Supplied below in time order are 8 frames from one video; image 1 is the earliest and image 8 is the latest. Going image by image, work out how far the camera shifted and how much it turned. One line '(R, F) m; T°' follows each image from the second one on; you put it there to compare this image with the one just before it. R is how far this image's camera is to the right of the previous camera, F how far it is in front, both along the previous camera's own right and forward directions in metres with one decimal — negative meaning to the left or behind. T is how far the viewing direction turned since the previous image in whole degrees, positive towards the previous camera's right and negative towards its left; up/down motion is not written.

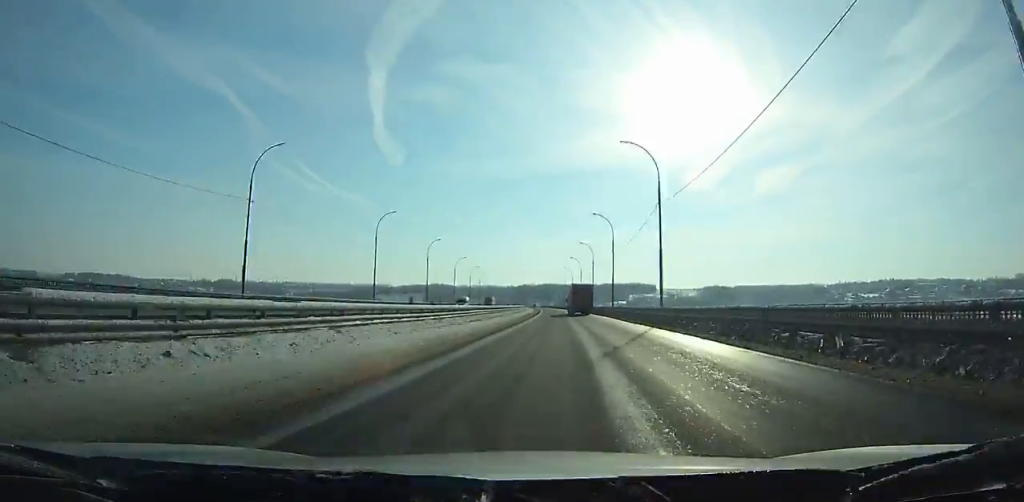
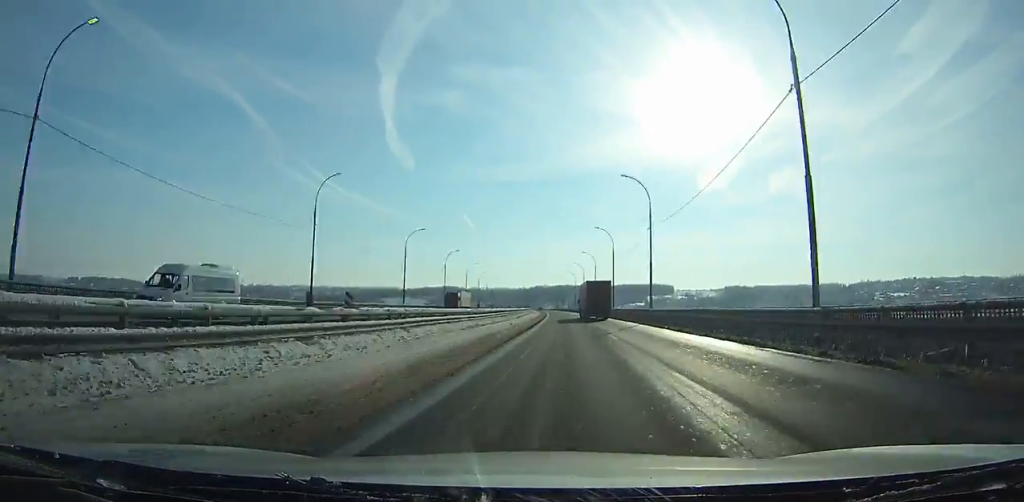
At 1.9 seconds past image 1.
(-0.5, +56.2) m; -1°
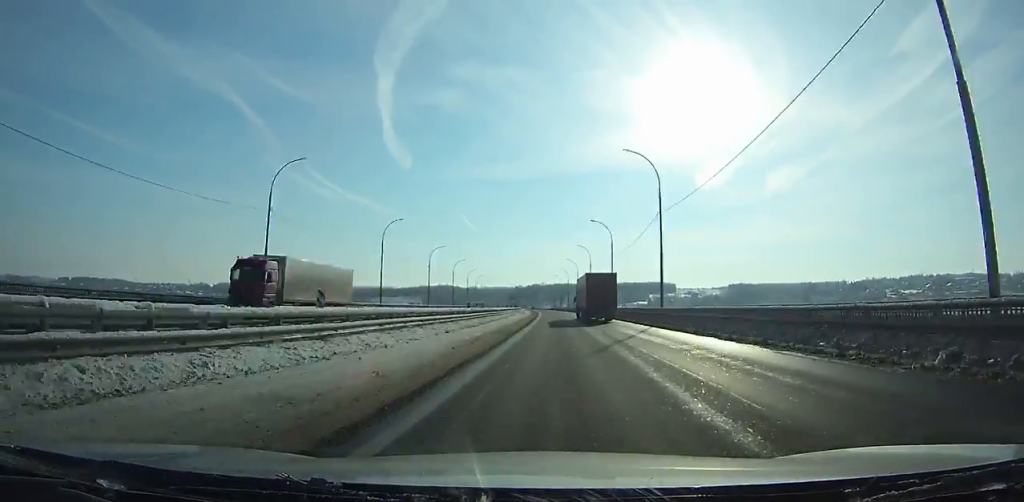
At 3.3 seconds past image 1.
(-0.1, +41.8) m; -1°
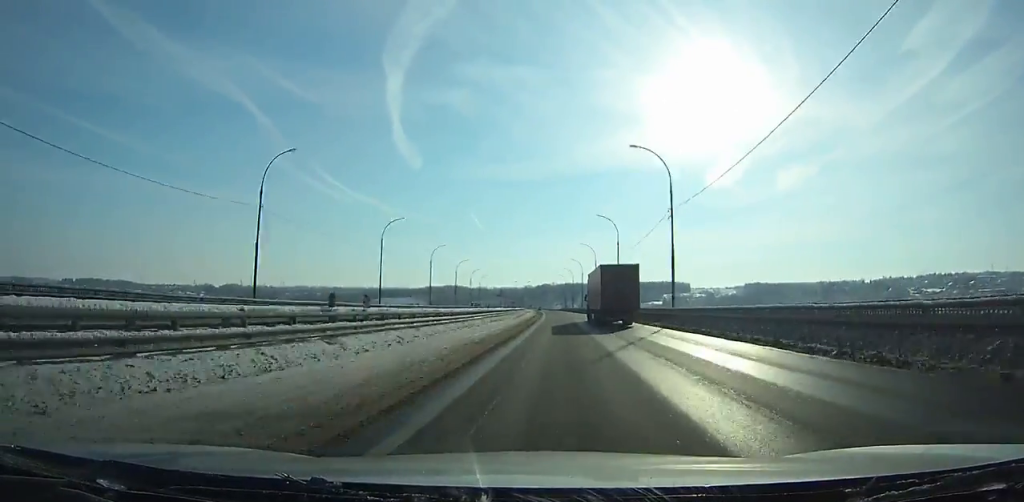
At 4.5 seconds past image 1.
(-0.2, +36.0) m; -1°
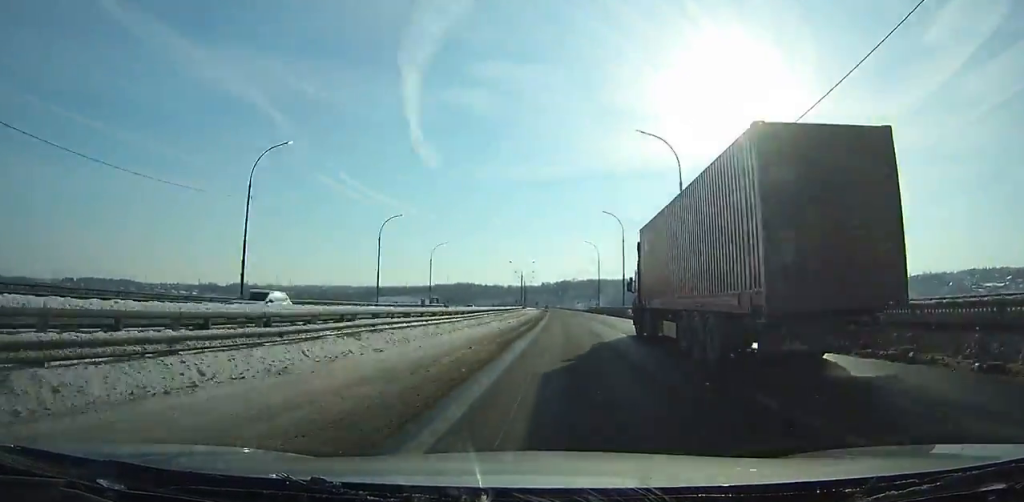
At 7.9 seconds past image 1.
(-1.3, +103.2) m; -1°
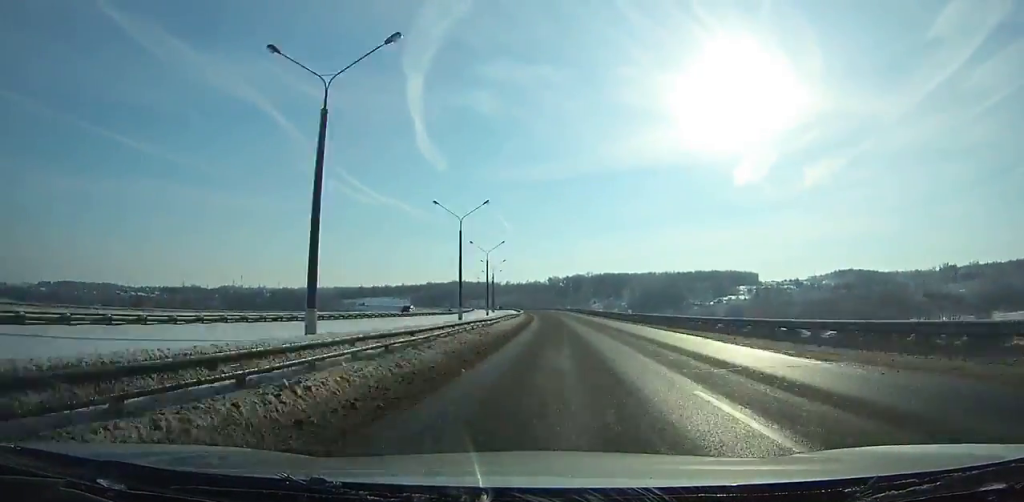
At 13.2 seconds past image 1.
(-2.8, +164.1) m; -3°
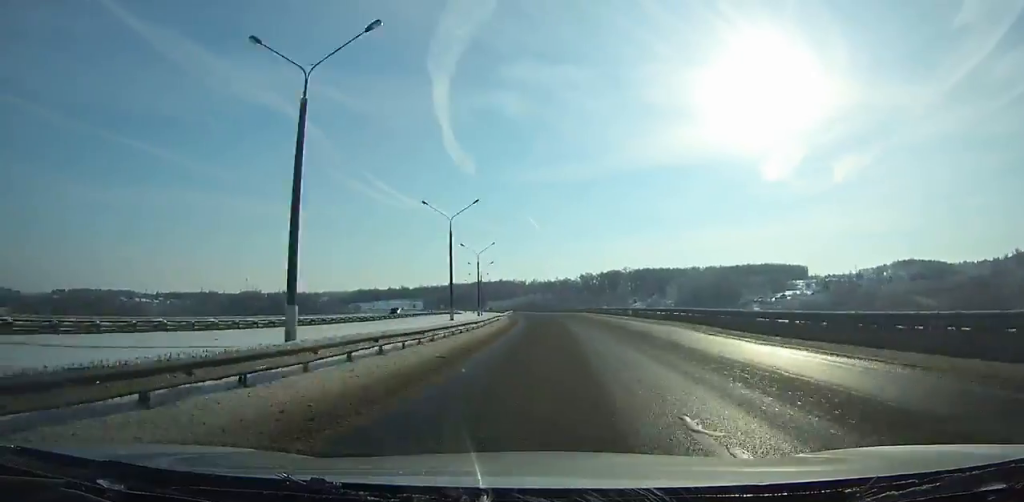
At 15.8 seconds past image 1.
(-1.1, +81.6) m; -4°
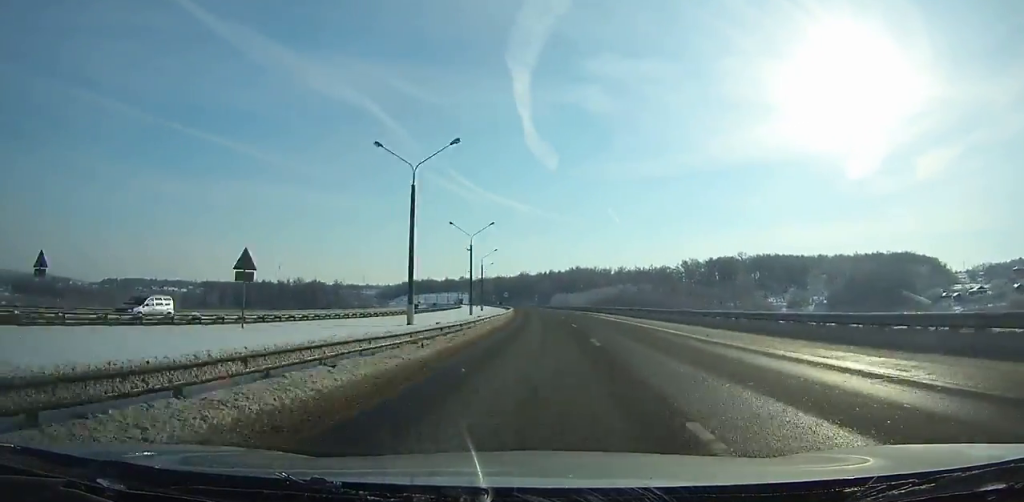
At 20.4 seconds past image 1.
(-11.0, +143.8) m; -8°
